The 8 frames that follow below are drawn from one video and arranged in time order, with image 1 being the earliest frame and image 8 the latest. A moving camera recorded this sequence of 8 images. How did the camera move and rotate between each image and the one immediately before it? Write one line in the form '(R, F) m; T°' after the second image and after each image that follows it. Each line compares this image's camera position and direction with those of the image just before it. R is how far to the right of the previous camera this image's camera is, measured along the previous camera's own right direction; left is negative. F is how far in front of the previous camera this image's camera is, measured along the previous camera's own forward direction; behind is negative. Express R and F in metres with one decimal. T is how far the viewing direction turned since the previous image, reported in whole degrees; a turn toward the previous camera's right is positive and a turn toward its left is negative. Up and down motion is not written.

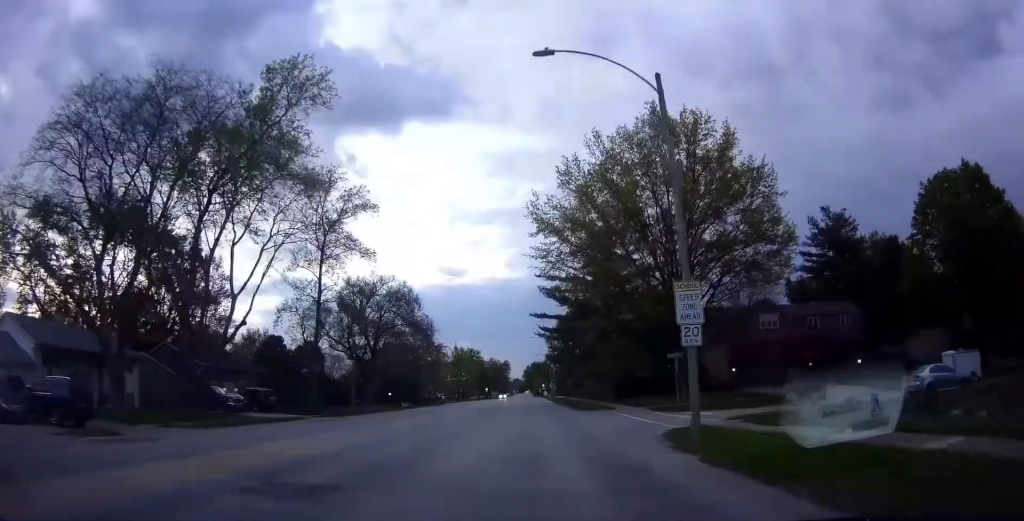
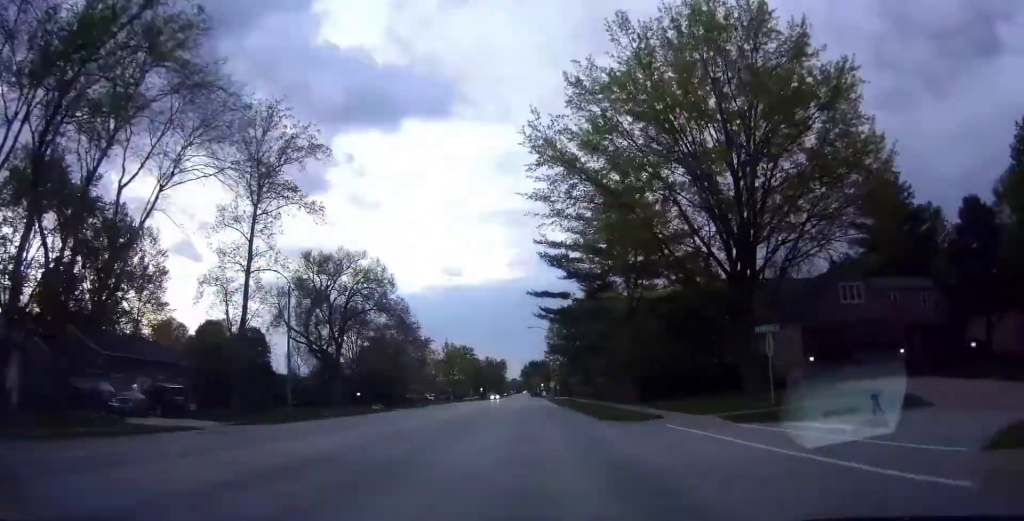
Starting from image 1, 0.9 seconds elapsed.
(-0.2, +13.6) m; 0°
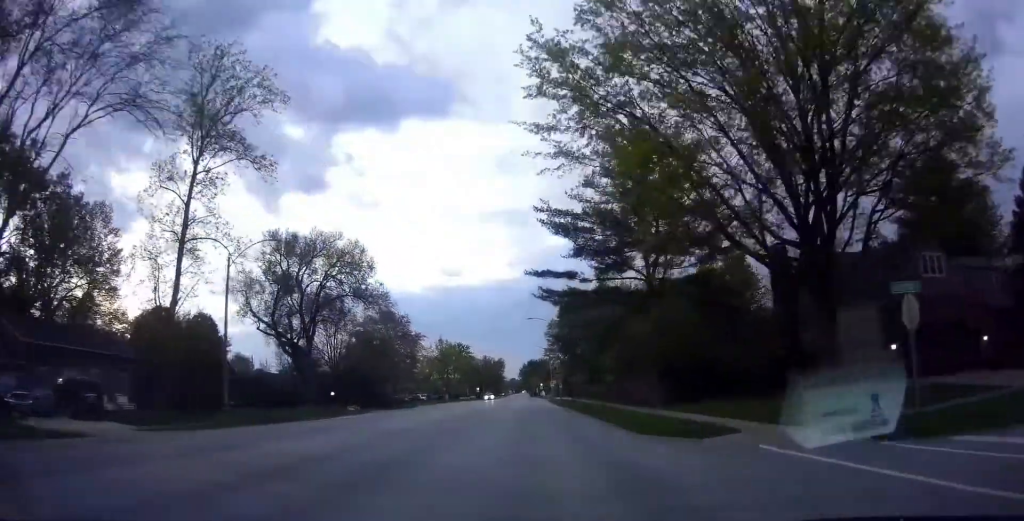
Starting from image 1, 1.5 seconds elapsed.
(+0.2, +8.8) m; +1°
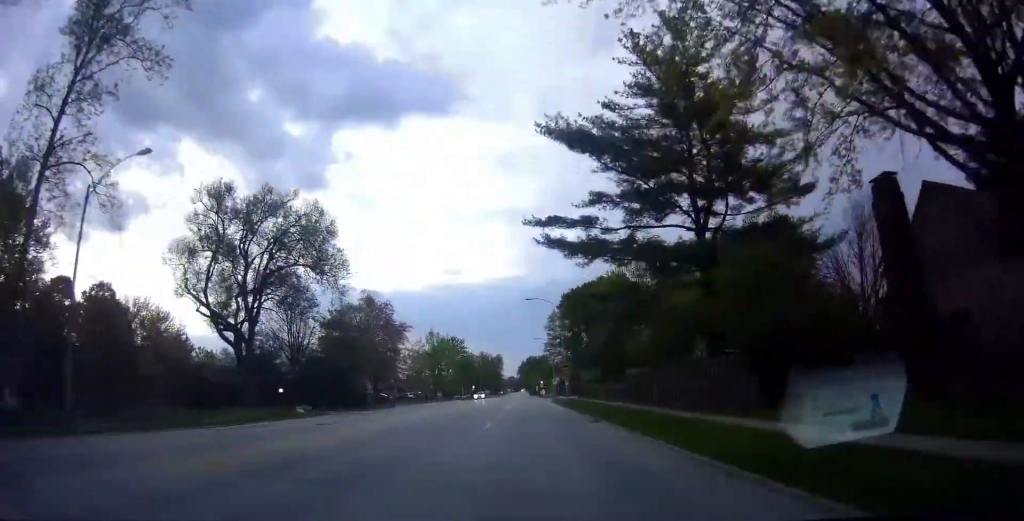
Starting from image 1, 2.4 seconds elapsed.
(0.0, +12.3) m; 0°
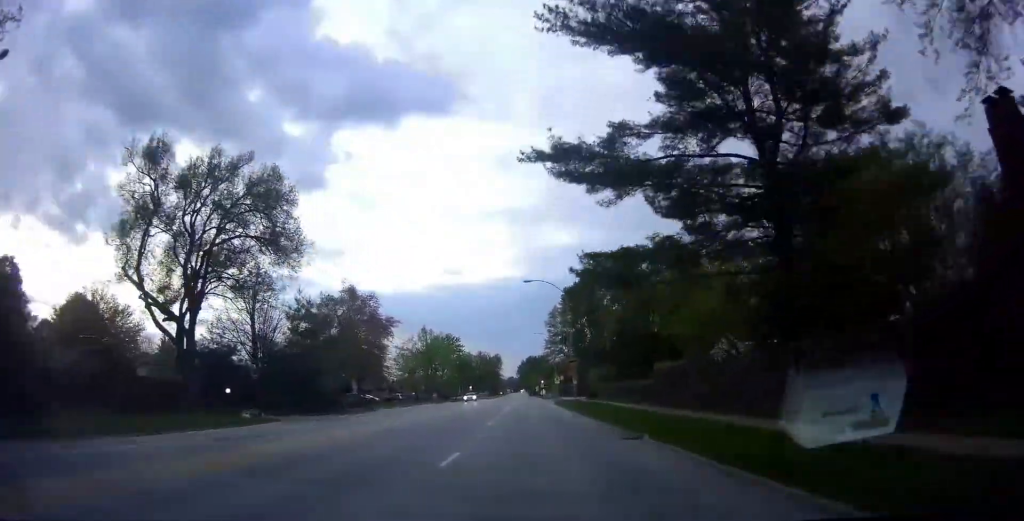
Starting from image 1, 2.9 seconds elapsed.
(0.0, +8.5) m; 0°
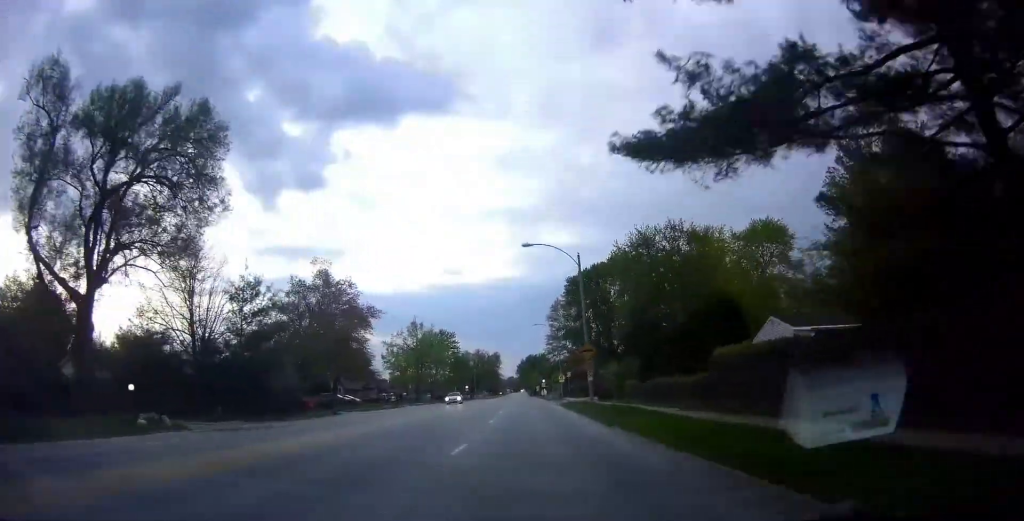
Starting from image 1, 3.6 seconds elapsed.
(0.0, +10.6) m; 0°
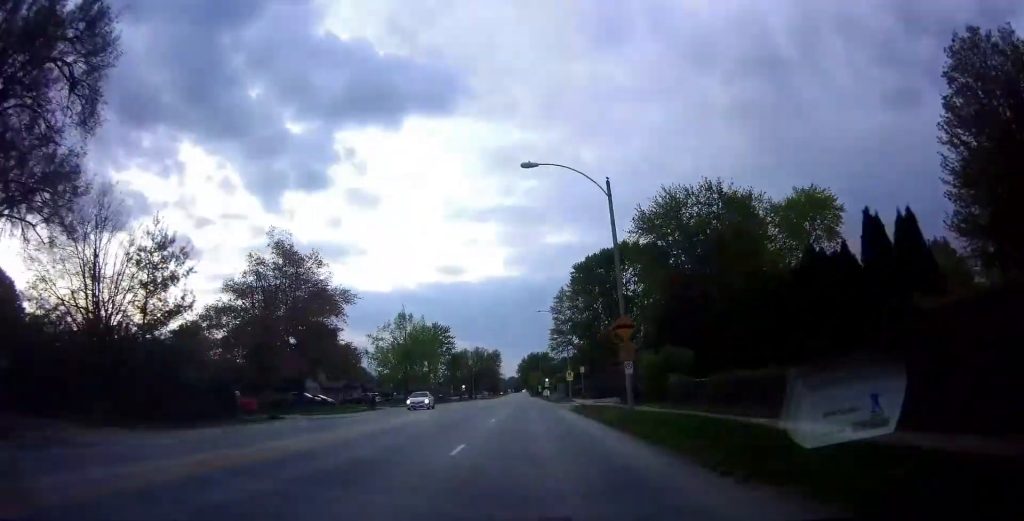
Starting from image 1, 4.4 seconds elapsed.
(0.0, +12.3) m; 0°
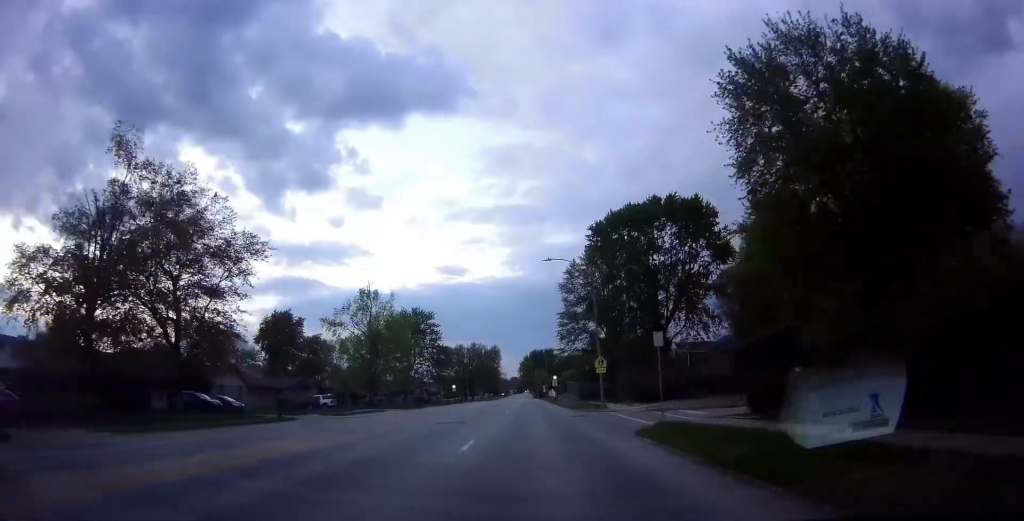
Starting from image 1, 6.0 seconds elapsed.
(-0.6, +24.5) m; -2°
